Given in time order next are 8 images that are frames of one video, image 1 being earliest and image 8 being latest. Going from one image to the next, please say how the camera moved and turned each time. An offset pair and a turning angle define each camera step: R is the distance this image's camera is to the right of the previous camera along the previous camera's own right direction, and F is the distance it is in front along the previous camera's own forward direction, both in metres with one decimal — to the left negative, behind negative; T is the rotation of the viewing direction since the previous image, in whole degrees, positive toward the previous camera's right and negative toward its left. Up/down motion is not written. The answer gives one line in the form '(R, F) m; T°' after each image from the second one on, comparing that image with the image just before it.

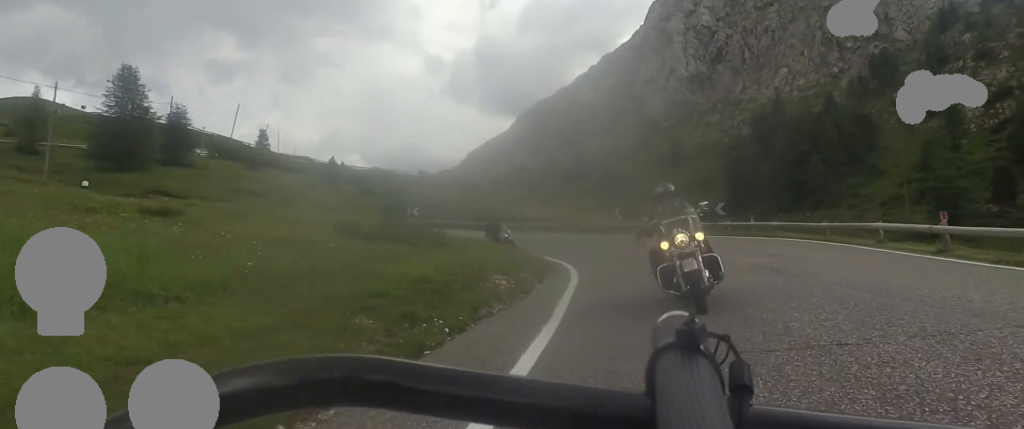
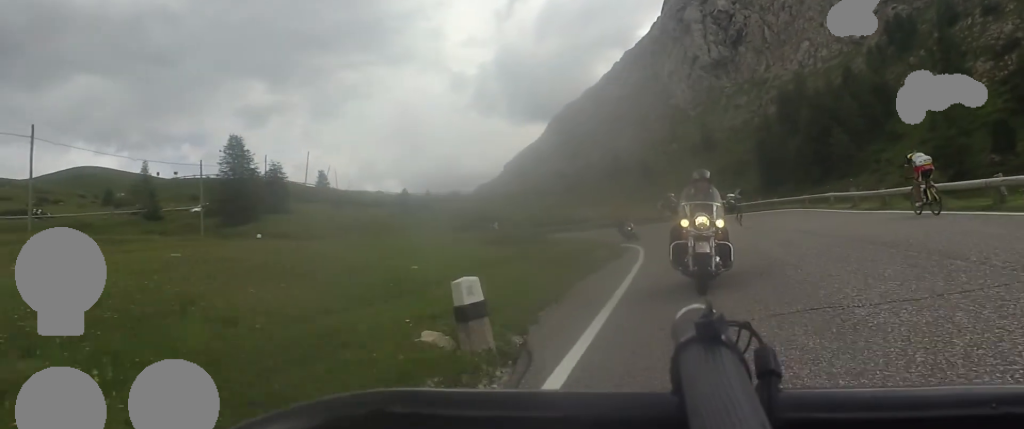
(-0.2, +11.7) m; +1°
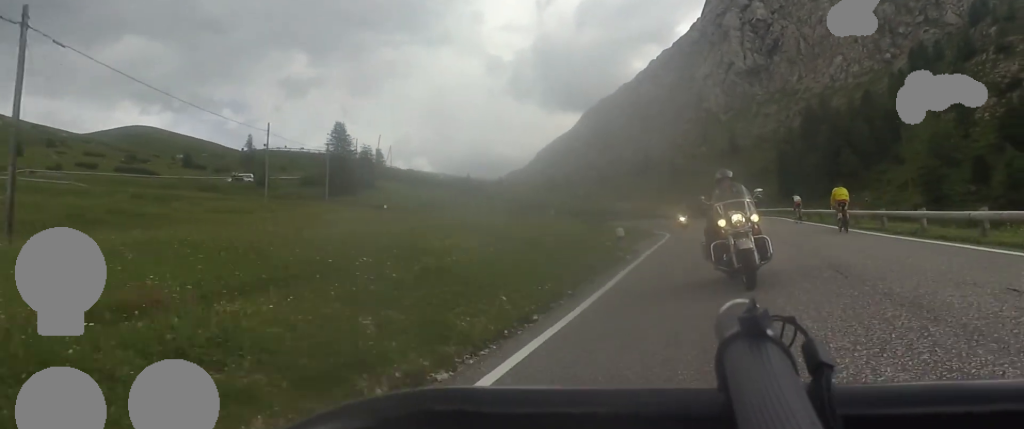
(+0.5, +16.4) m; 0°
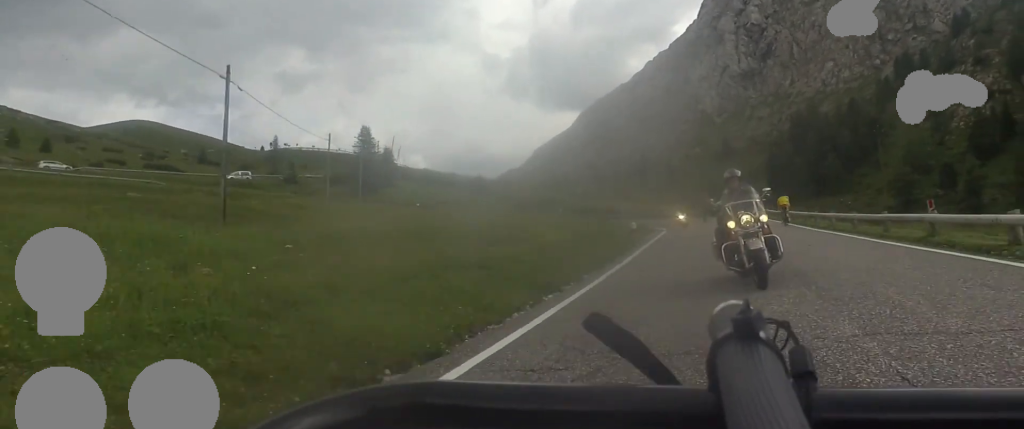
(-0.2, +9.2) m; 0°
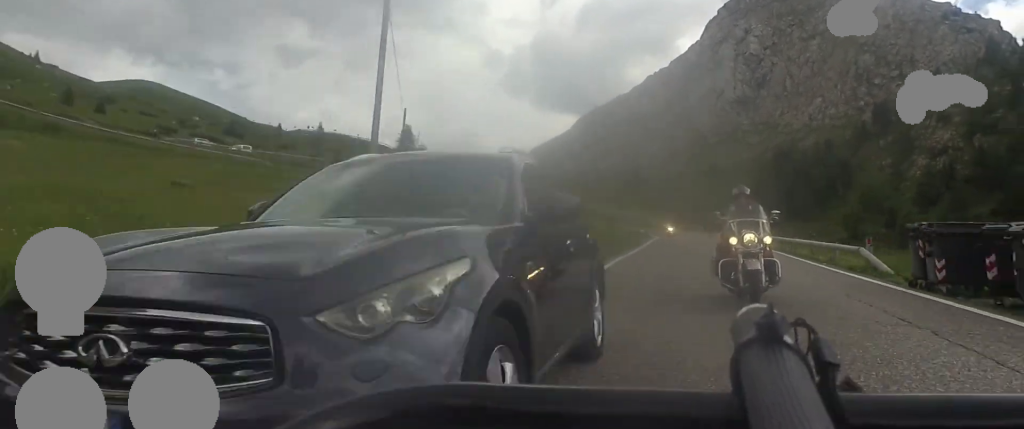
(-0.1, +17.8) m; +2°
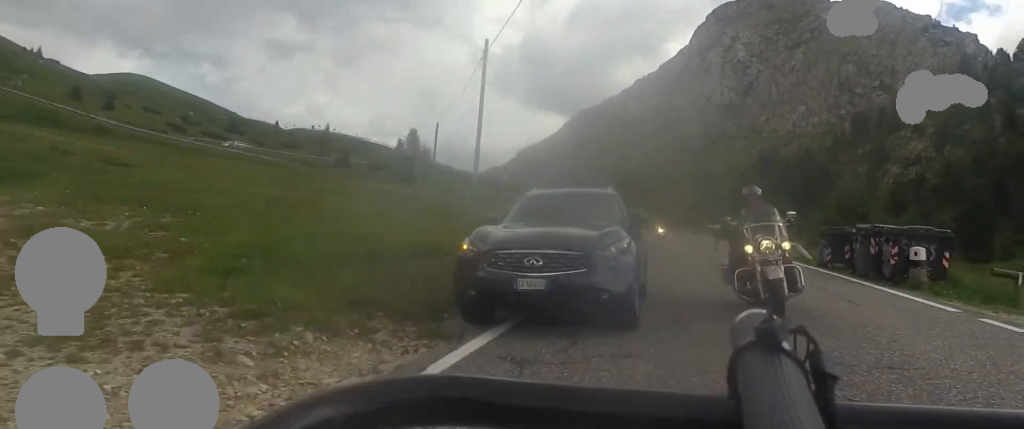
(+0.1, +8.0) m; +2°
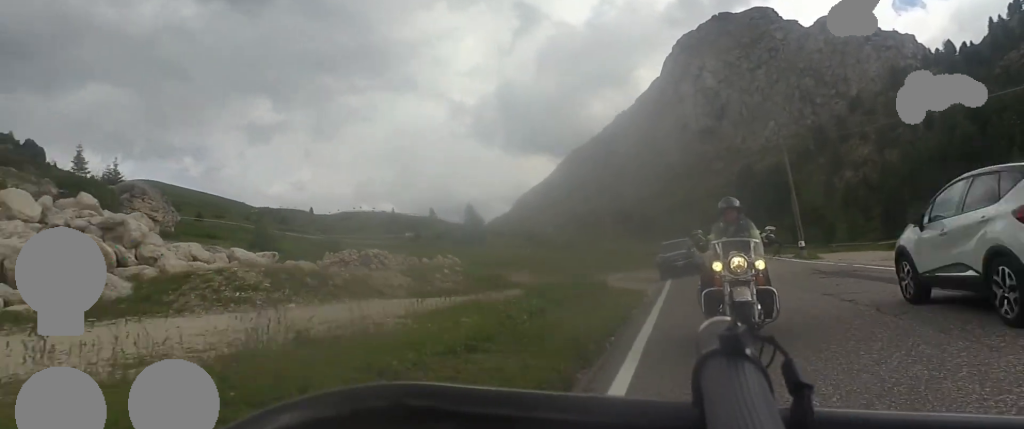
(0.0, +38.3) m; -6°
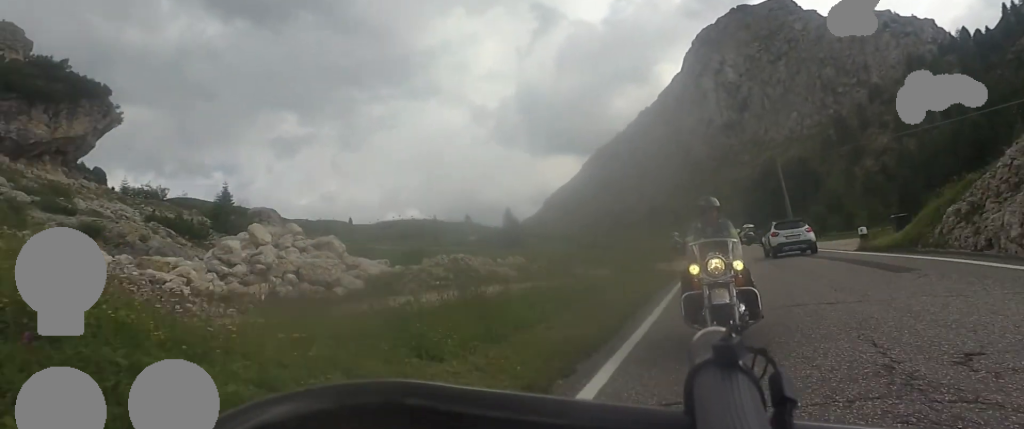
(-0.7, +12.0) m; -3°
